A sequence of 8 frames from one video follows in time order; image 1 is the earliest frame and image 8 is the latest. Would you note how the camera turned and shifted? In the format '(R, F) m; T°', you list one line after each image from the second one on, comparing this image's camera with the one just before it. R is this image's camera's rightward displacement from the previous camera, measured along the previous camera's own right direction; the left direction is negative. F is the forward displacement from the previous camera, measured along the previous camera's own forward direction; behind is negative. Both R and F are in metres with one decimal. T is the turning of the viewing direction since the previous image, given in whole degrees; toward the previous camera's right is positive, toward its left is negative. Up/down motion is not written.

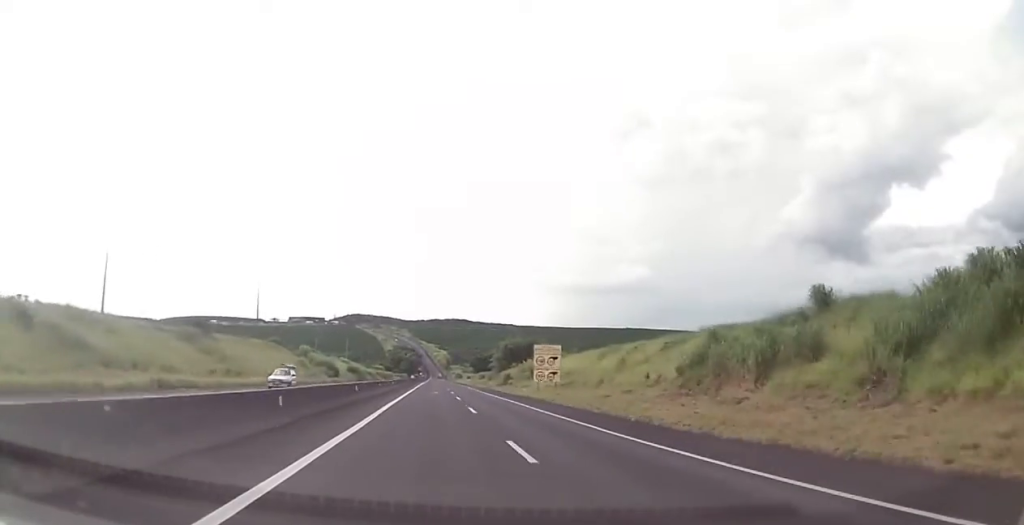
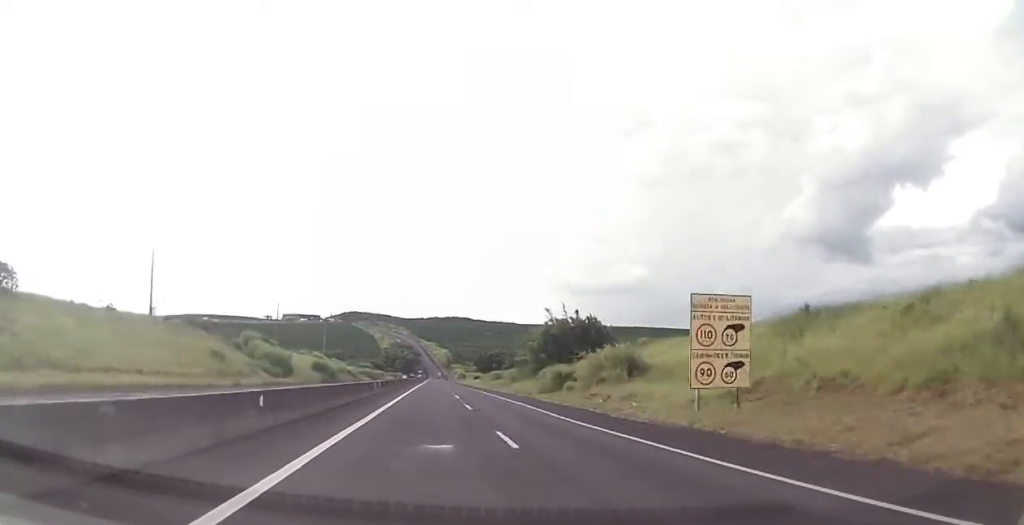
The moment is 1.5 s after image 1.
(+0.4, +45.7) m; +1°
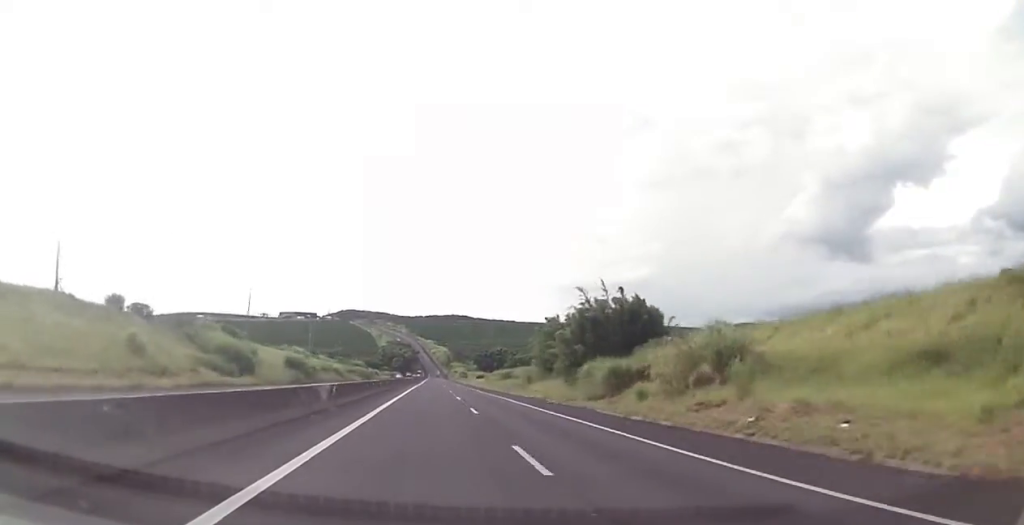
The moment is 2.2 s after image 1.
(0.0, +20.0) m; 0°
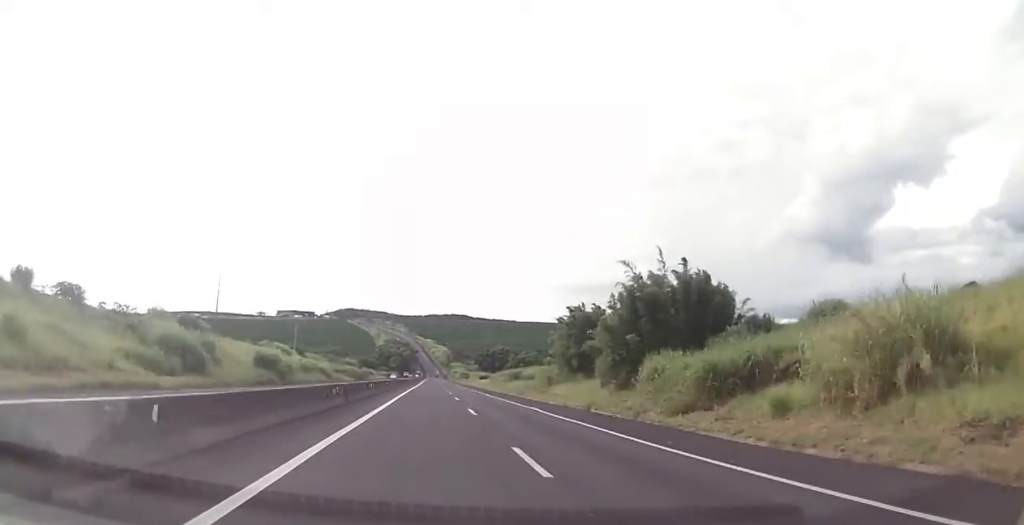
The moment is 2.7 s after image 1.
(+0.1, +16.2) m; 0°
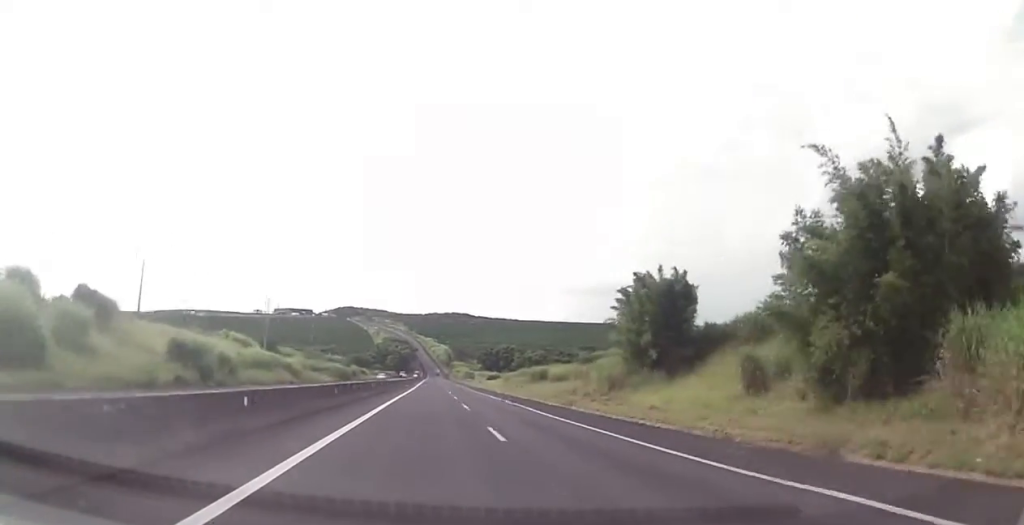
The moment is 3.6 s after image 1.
(-0.1, +26.3) m; 0°
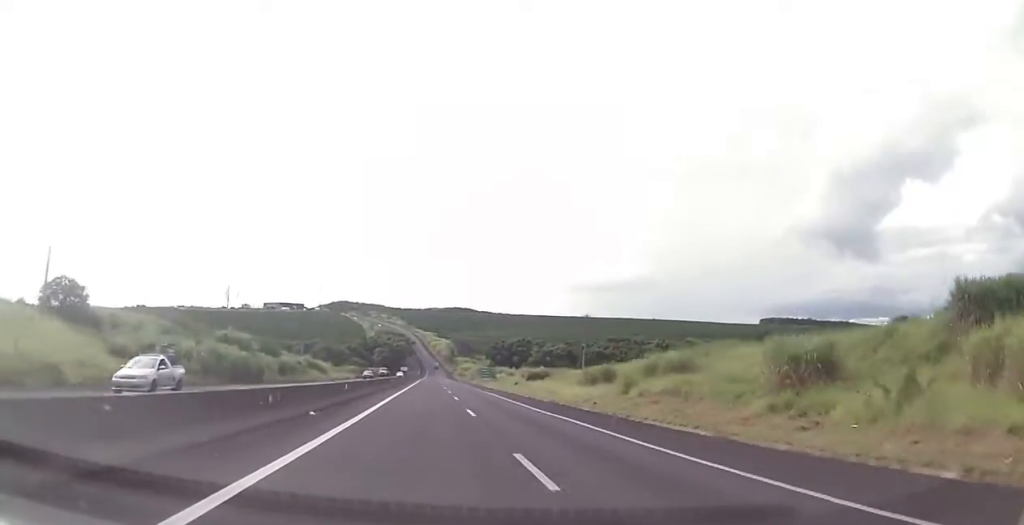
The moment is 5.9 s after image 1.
(+0.9, +70.3) m; +1°
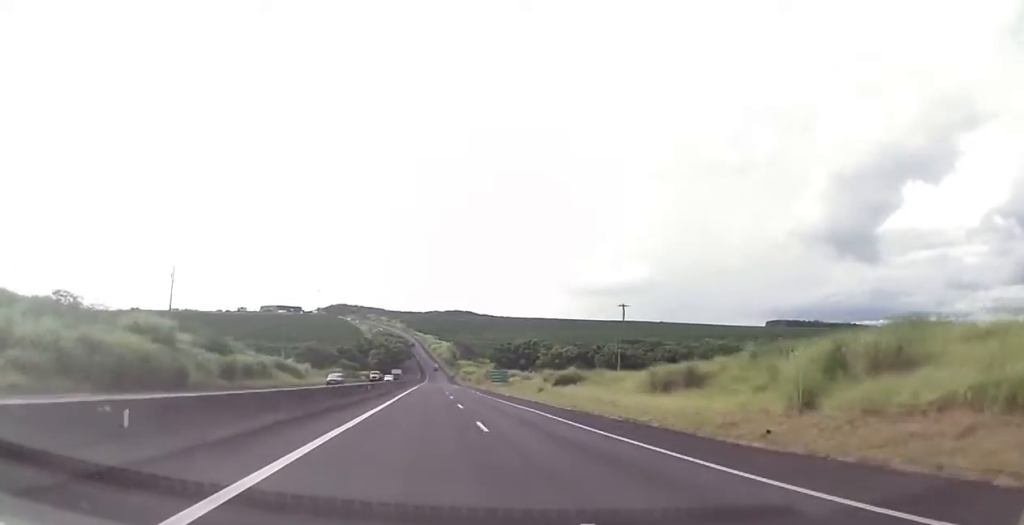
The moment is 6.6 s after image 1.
(-0.1, +21.7) m; 0°
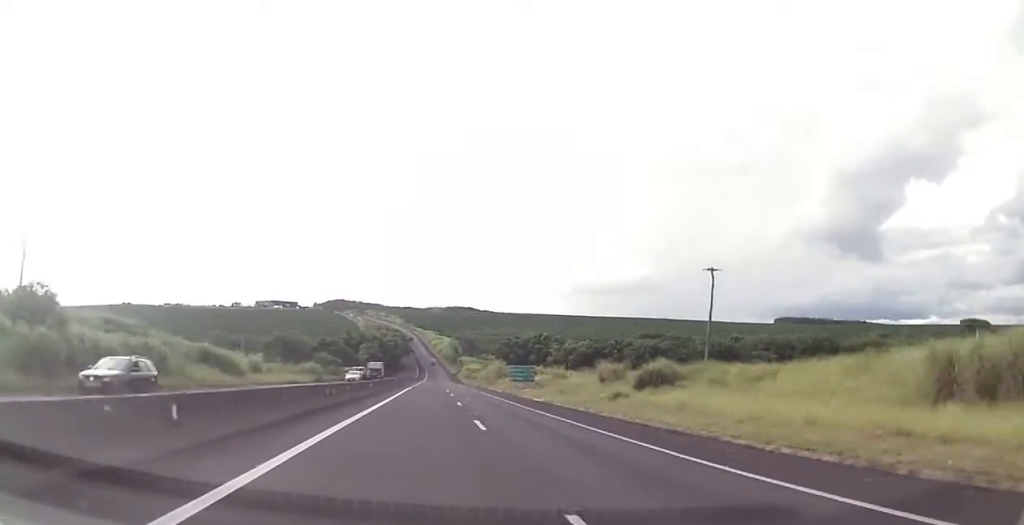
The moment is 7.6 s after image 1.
(-0.1, +30.2) m; 0°
